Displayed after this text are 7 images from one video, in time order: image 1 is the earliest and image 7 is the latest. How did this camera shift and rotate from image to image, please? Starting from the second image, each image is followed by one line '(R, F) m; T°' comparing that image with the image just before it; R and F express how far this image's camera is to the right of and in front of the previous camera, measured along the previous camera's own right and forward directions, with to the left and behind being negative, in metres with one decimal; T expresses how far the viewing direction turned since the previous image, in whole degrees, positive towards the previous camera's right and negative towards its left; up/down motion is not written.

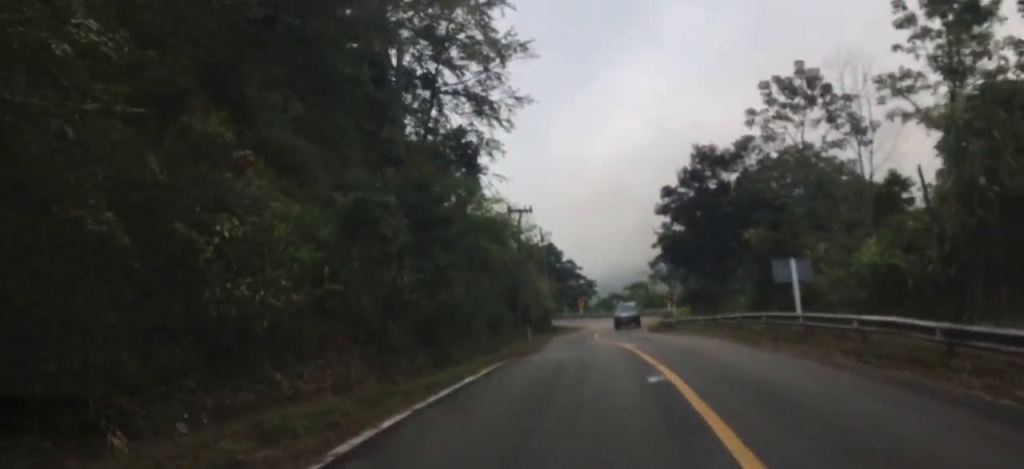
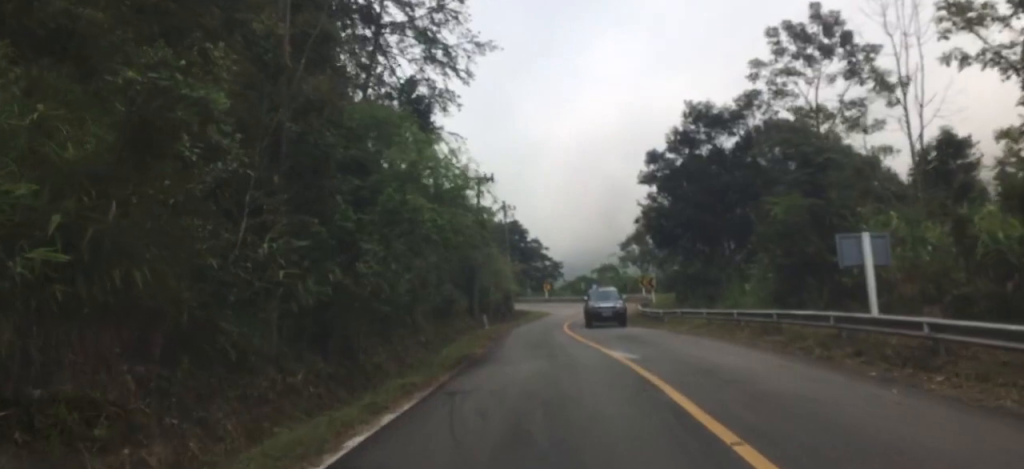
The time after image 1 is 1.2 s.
(-0.1, +8.2) m; +3°
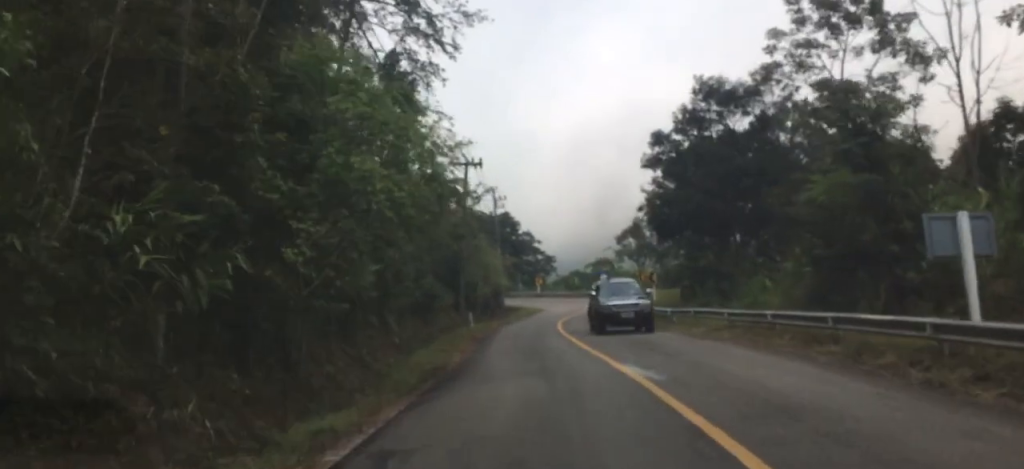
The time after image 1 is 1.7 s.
(-0.5, +4.0) m; +5°
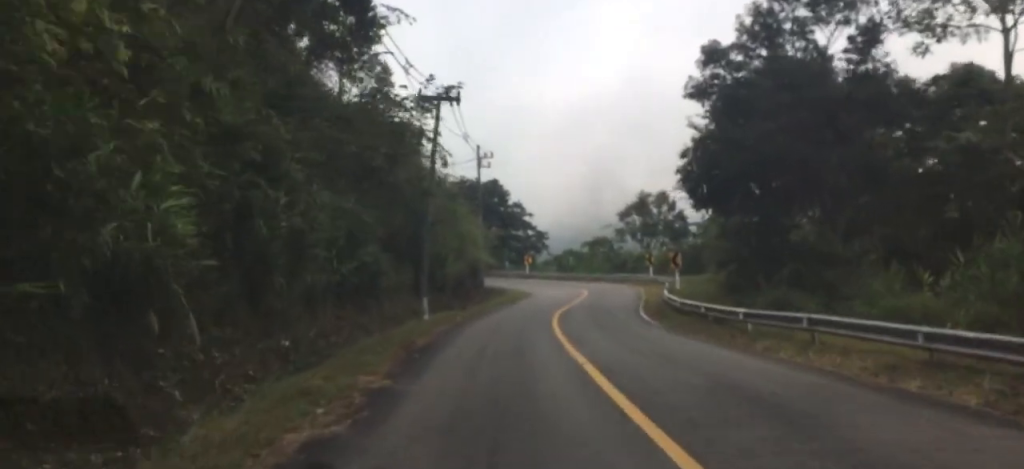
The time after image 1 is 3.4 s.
(+2.7, +13.1) m; +13°
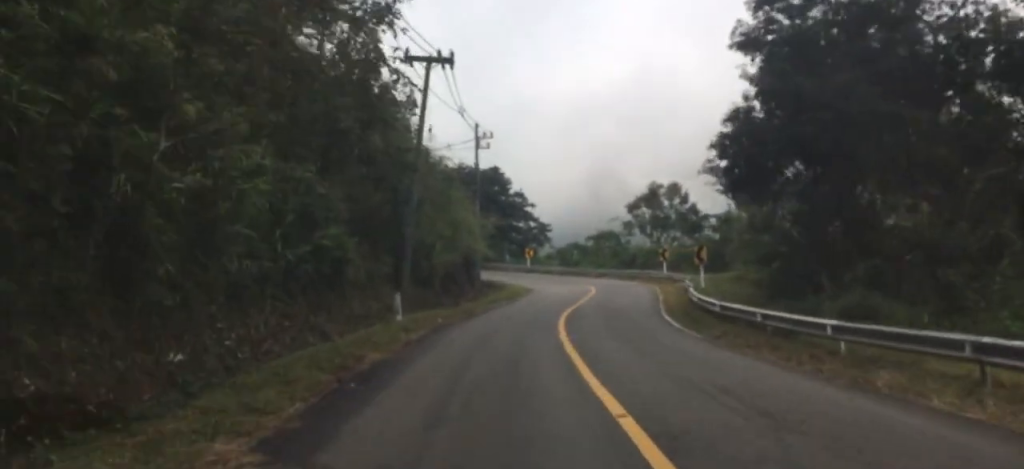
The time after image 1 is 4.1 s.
(+0.3, +6.3) m; +1°
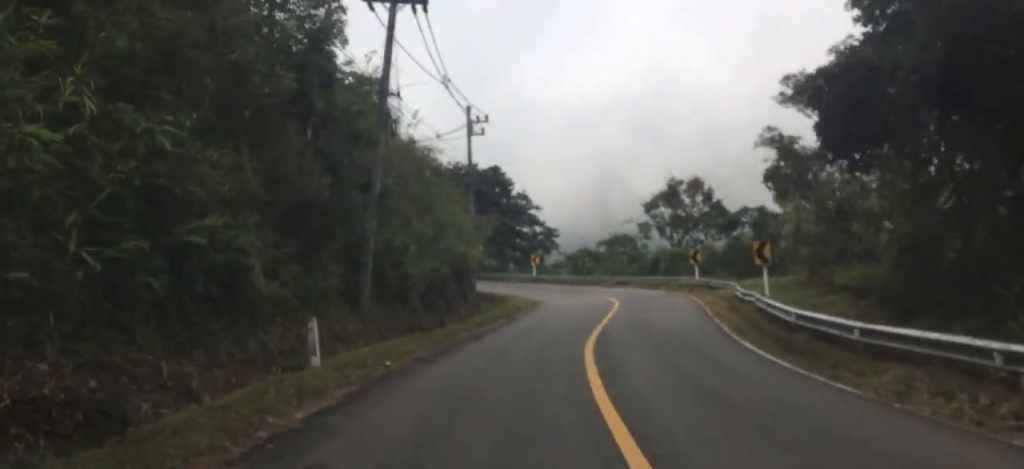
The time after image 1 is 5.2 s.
(0.0, +8.9) m; -1°
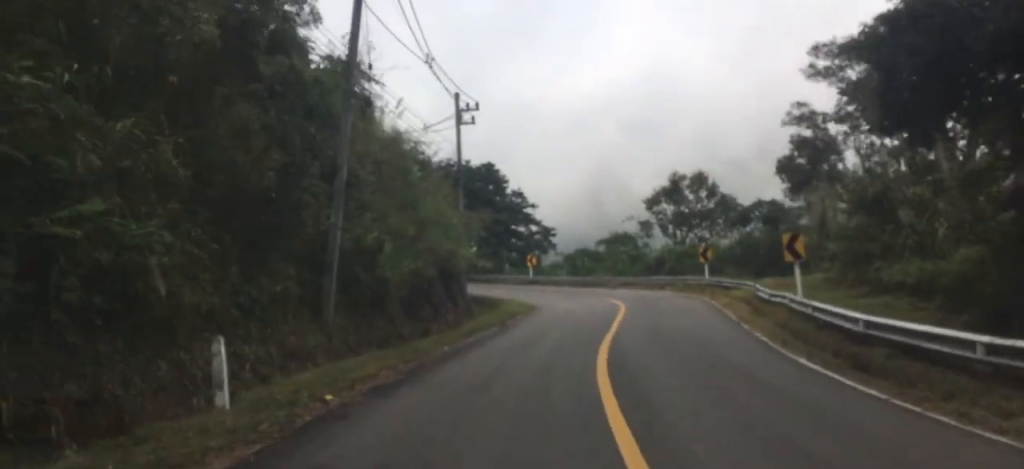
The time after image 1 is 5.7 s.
(-0.1, +3.5) m; -1°
